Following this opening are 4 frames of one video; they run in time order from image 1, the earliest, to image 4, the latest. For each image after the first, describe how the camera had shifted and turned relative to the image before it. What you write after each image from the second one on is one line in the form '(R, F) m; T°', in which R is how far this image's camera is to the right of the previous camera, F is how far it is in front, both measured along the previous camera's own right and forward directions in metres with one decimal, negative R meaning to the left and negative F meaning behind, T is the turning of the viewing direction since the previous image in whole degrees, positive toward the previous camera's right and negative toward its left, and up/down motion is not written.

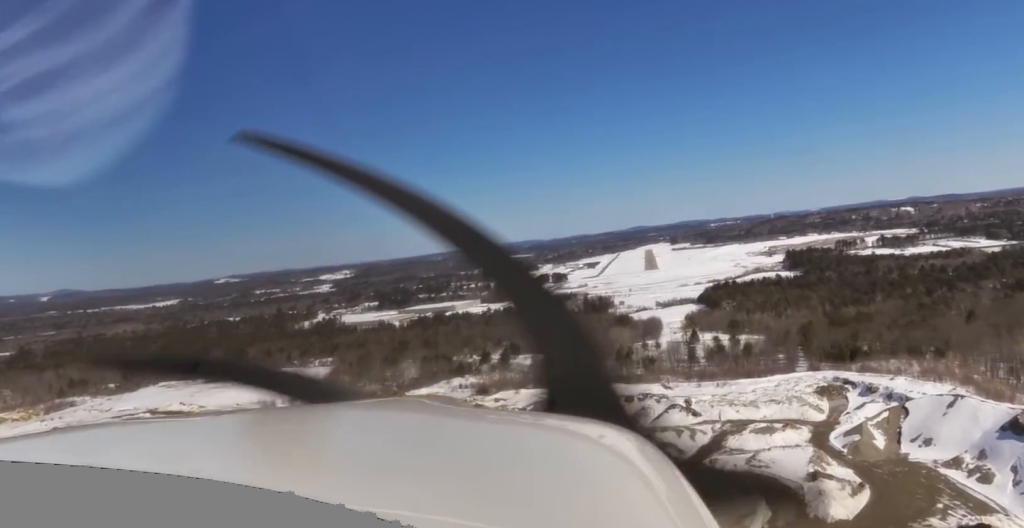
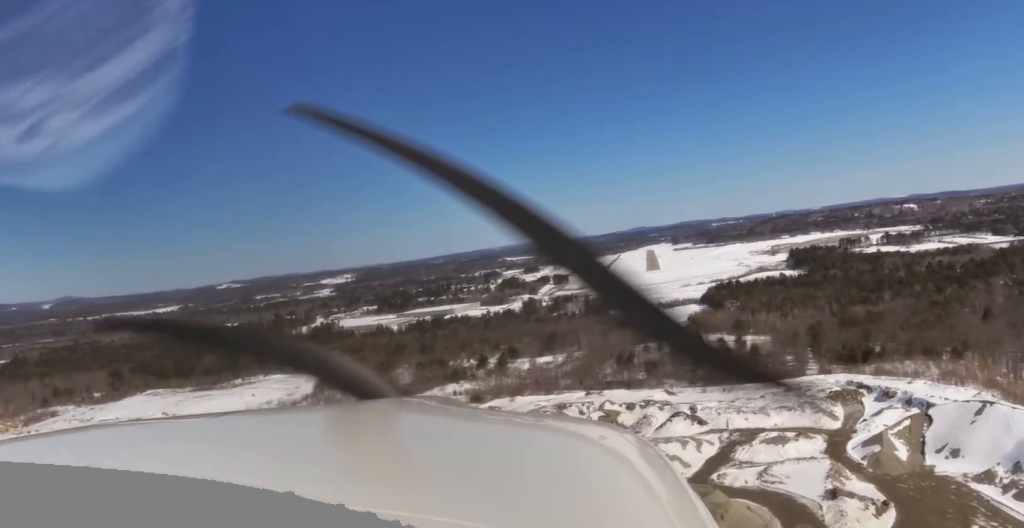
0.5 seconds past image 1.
(-0.1, +17.7) m; 0°
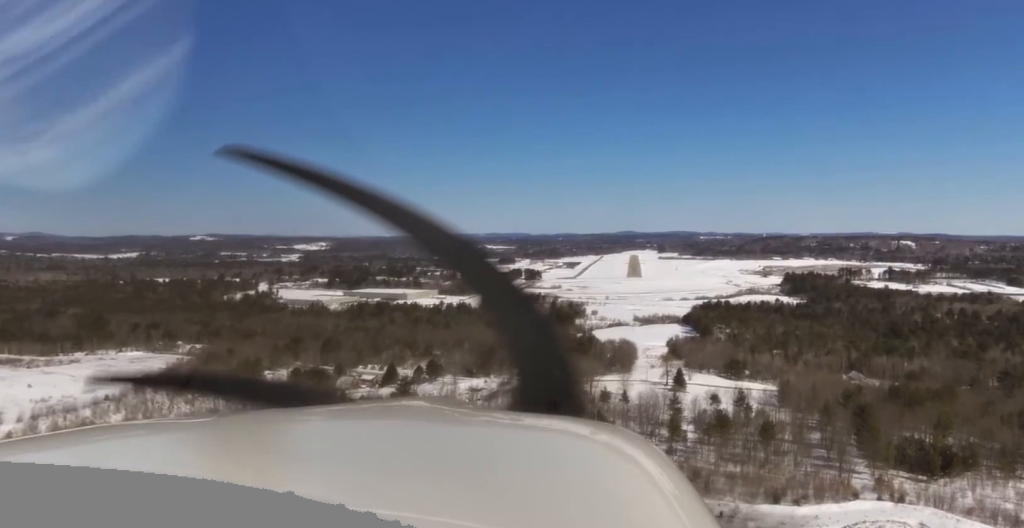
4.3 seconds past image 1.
(+4.4, +134.6) m; +3°
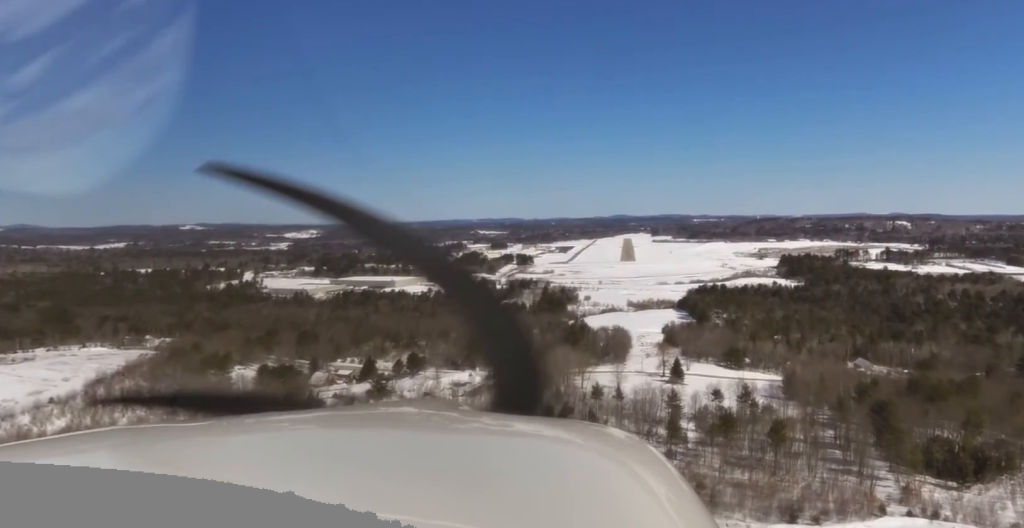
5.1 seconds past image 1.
(+0.1, +25.8) m; -1°
